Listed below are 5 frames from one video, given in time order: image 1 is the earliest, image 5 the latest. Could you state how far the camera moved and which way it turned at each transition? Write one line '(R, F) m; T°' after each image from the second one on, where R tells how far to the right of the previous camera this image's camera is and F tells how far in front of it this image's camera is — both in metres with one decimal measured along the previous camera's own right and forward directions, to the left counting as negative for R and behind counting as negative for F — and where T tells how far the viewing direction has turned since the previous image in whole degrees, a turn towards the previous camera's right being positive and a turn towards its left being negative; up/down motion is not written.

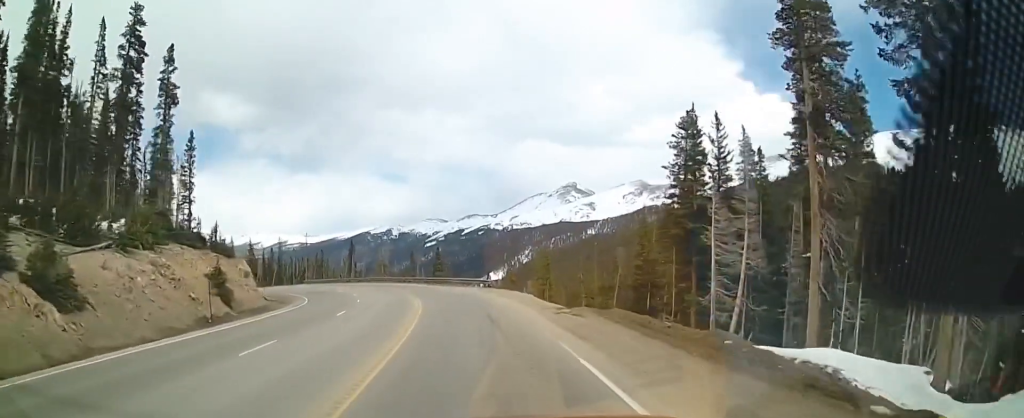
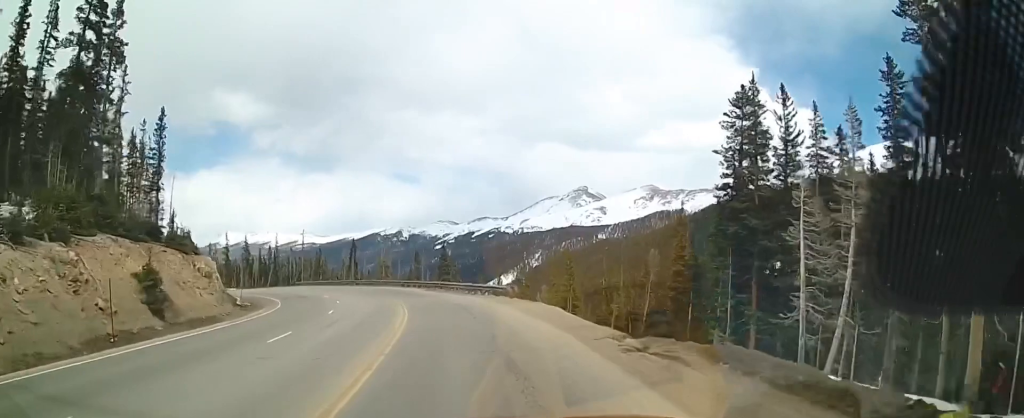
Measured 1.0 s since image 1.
(-0.2, +9.3) m; 0°
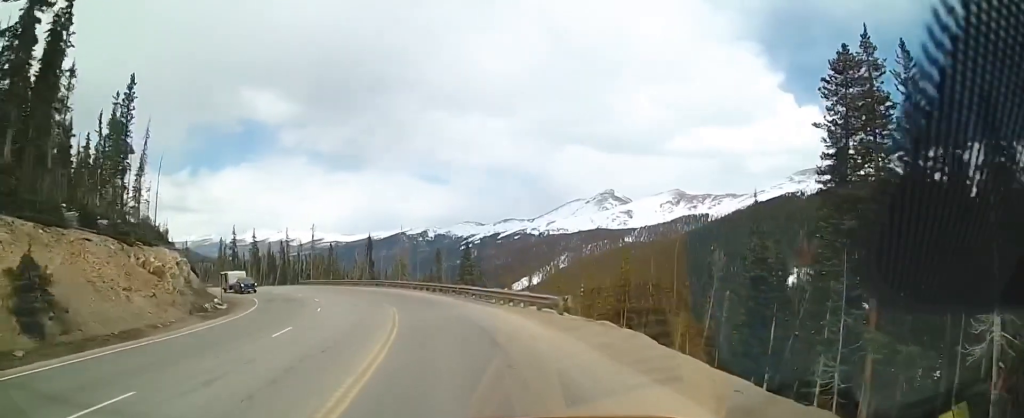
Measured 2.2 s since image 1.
(+0.2, +10.6) m; -2°
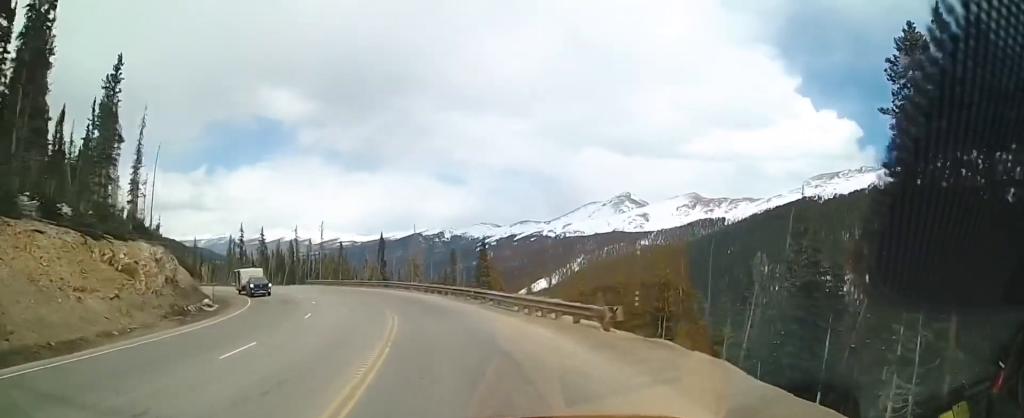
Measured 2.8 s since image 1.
(-0.1, +4.9) m; -4°
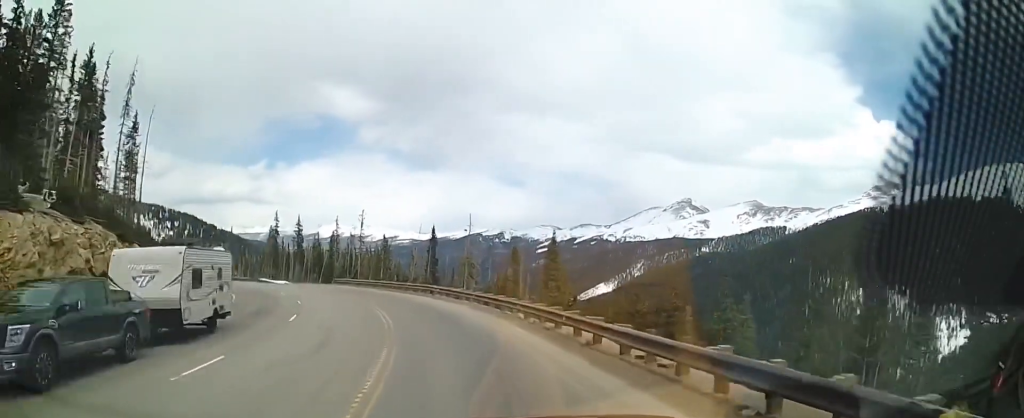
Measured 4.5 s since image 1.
(-2.2, +15.0) m; -9°
